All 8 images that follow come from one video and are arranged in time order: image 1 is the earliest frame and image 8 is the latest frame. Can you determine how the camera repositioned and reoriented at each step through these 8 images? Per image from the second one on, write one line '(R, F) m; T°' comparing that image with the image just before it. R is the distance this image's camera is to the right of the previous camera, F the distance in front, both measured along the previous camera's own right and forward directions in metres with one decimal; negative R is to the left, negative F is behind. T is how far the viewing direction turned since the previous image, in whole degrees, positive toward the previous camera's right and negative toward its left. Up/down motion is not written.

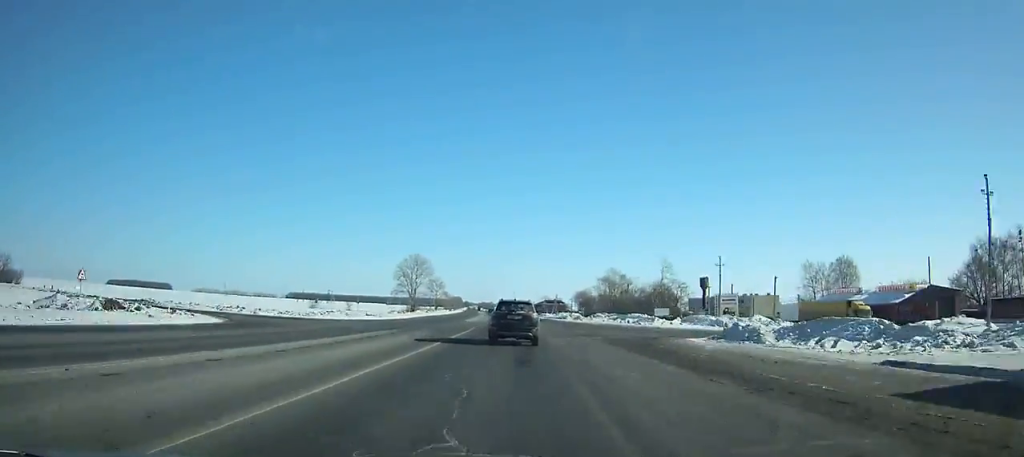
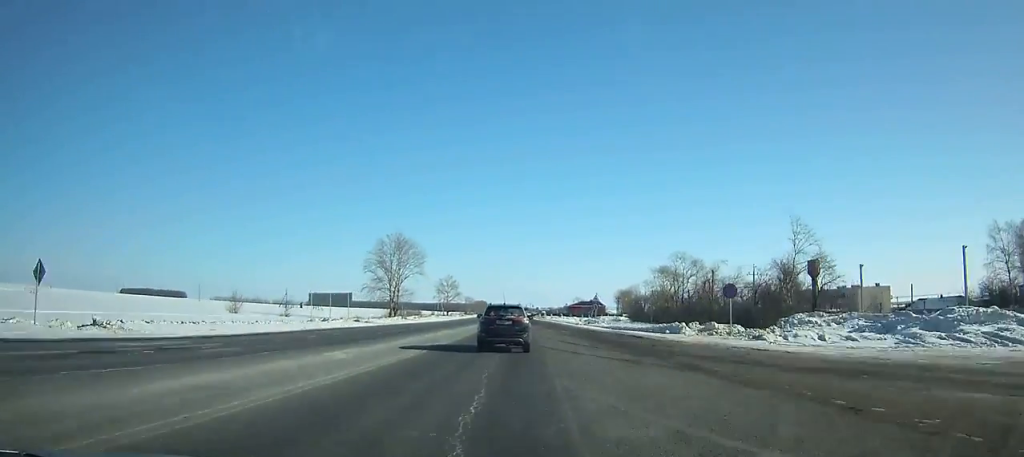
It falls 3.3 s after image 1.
(-0.6, +61.4) m; -2°
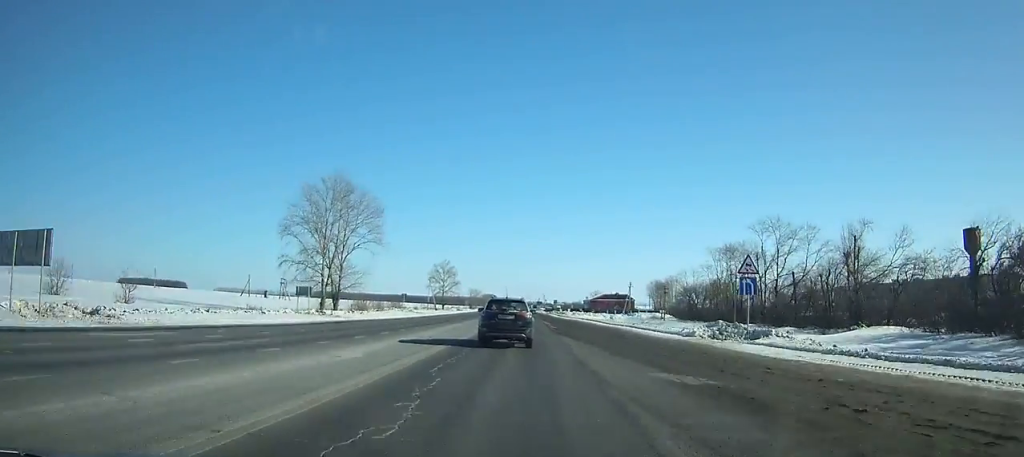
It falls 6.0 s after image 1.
(-1.2, +50.7) m; -2°
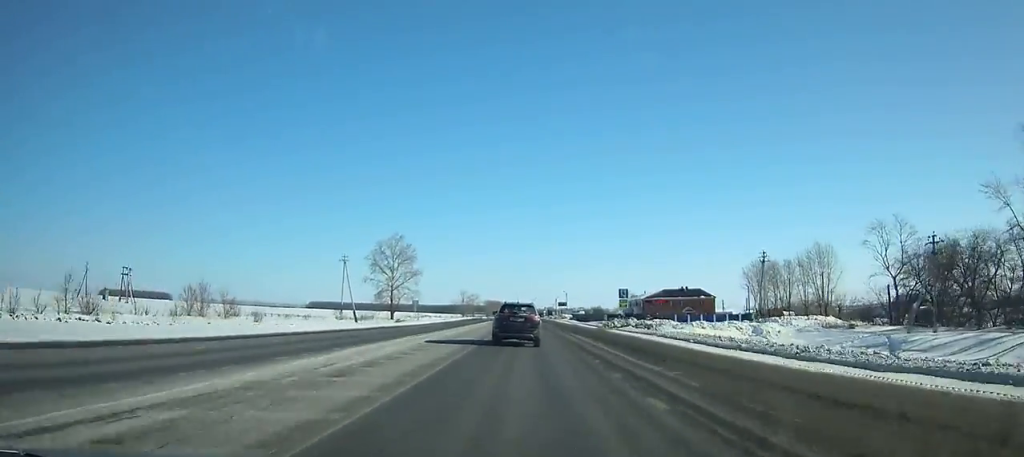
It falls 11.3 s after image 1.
(-0.8, +100.1) m; -1°
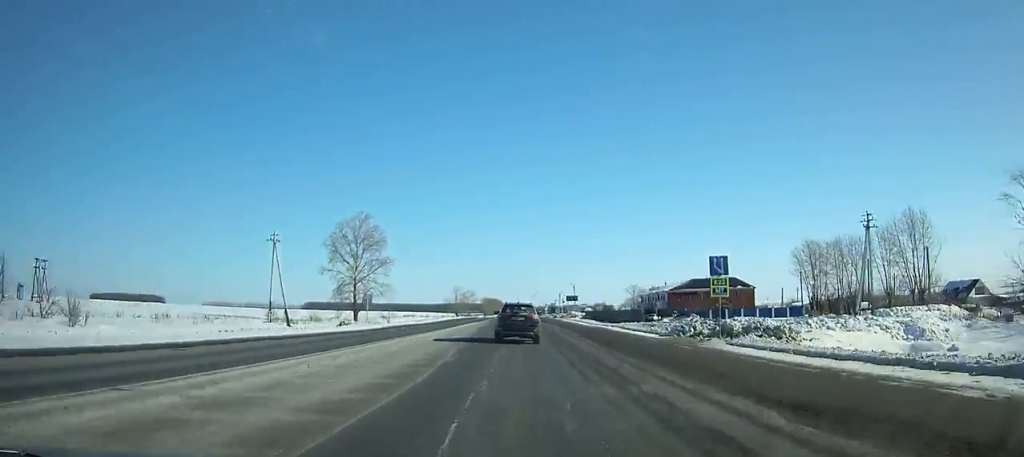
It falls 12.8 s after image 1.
(-0.2, +28.6) m; 0°
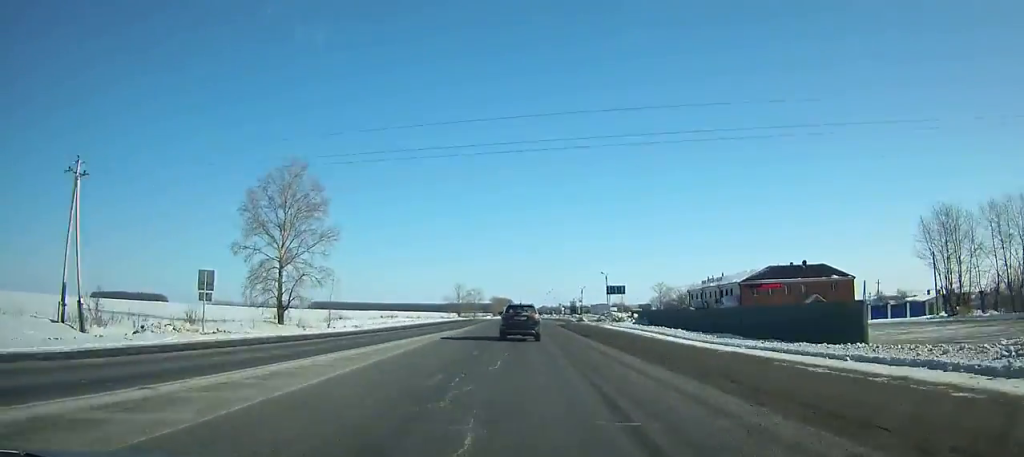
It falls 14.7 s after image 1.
(-0.2, +36.4) m; -1°
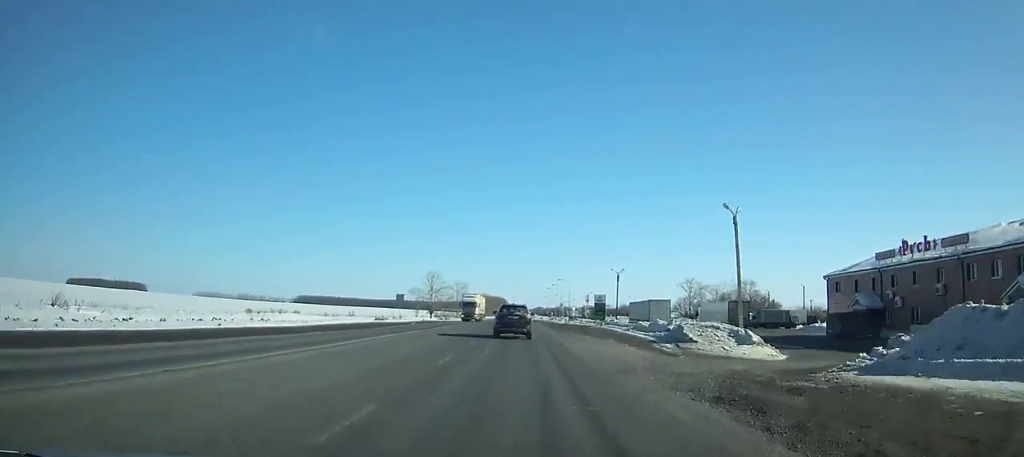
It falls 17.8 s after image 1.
(-0.3, +60.5) m; 0°
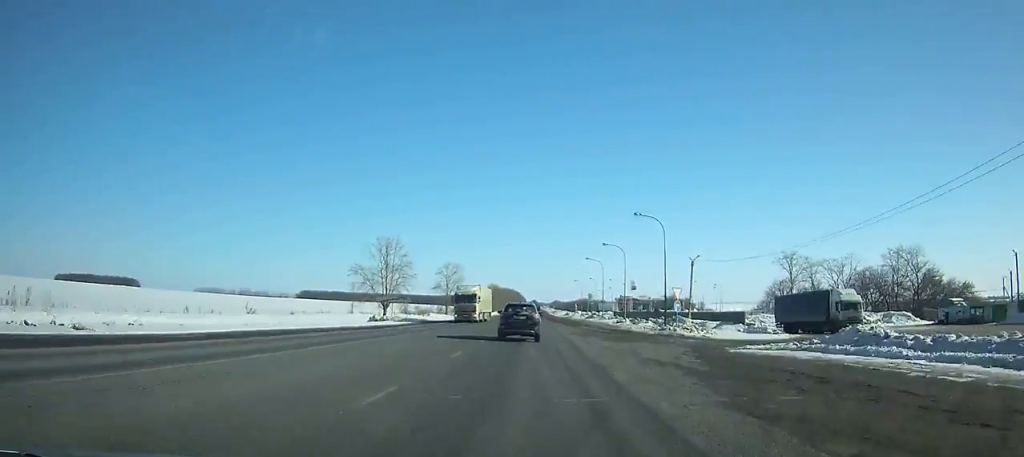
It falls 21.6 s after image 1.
(+0.1, +75.6) m; 0°
